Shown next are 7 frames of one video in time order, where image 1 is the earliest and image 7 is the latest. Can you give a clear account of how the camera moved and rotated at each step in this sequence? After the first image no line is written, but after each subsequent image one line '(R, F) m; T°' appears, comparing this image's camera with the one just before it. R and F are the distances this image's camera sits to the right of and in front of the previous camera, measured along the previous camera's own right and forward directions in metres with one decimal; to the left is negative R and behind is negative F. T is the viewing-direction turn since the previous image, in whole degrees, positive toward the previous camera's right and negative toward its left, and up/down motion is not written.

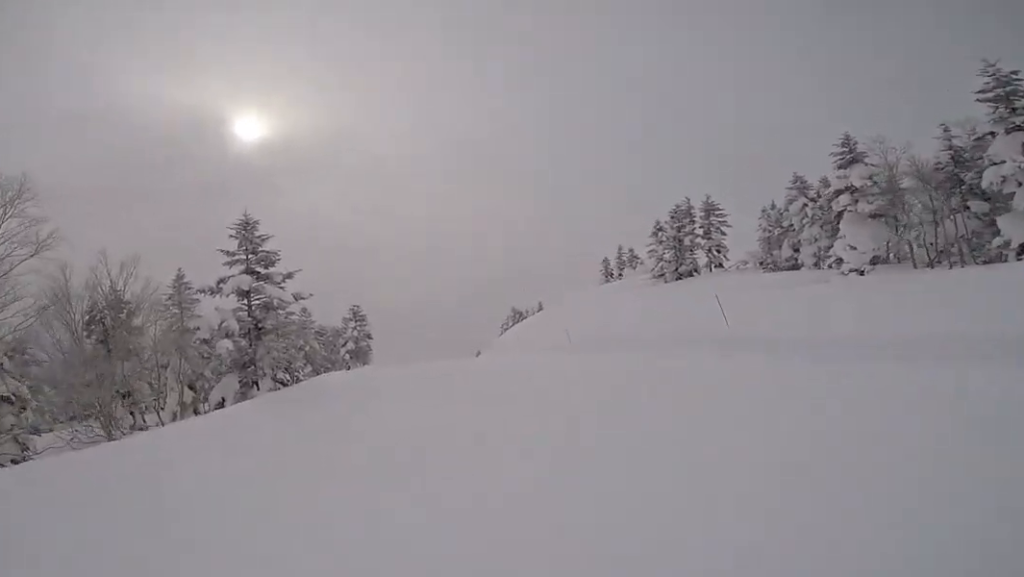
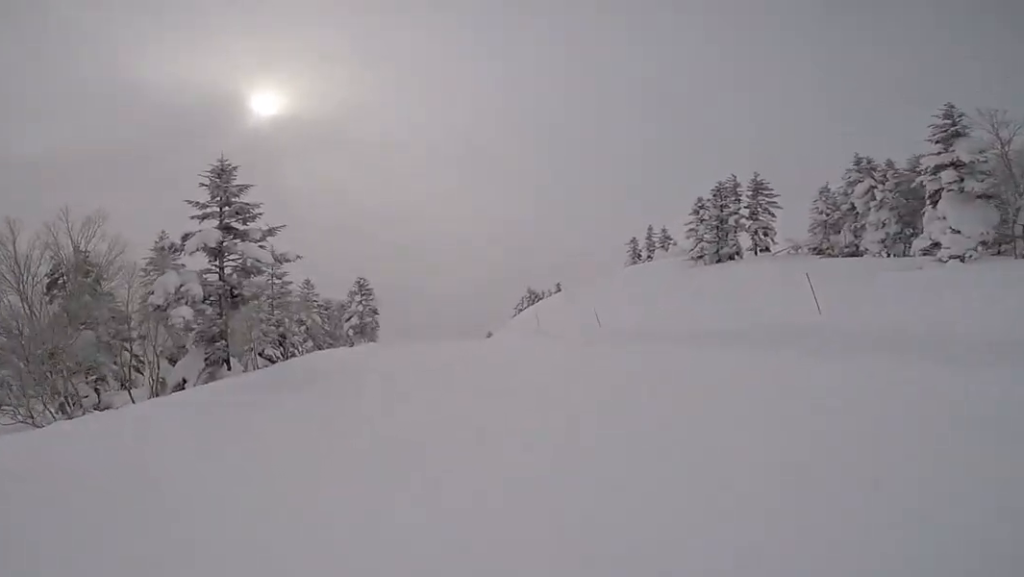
(-0.2, +3.2) m; 0°
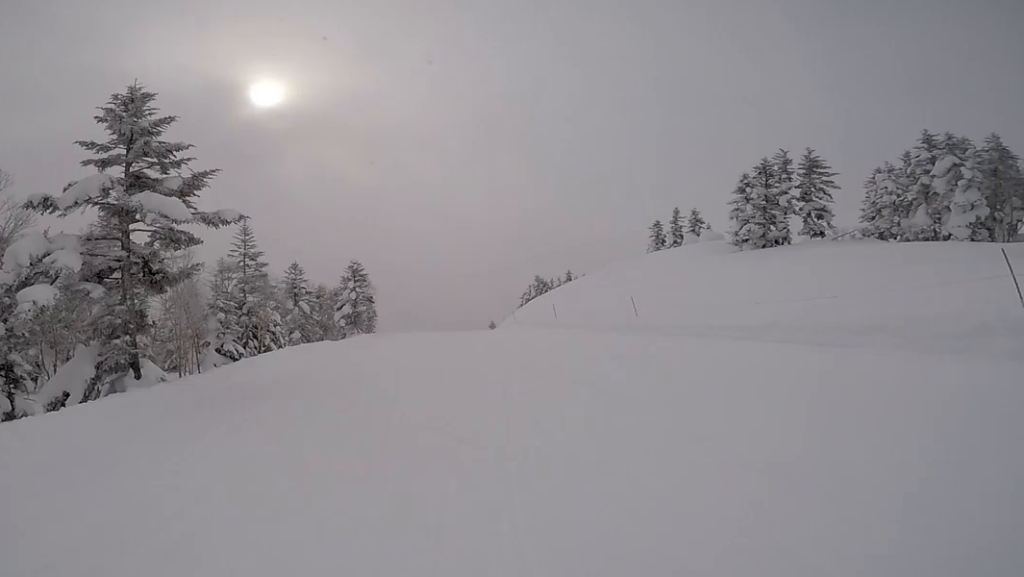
(+0.5, +4.3) m; -1°
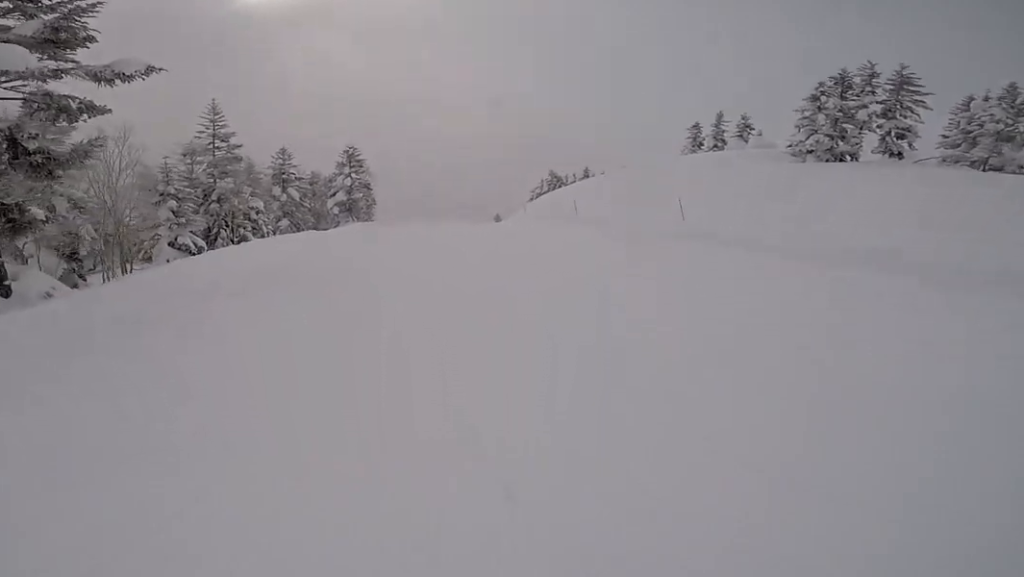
(+0.2, +3.1) m; 0°
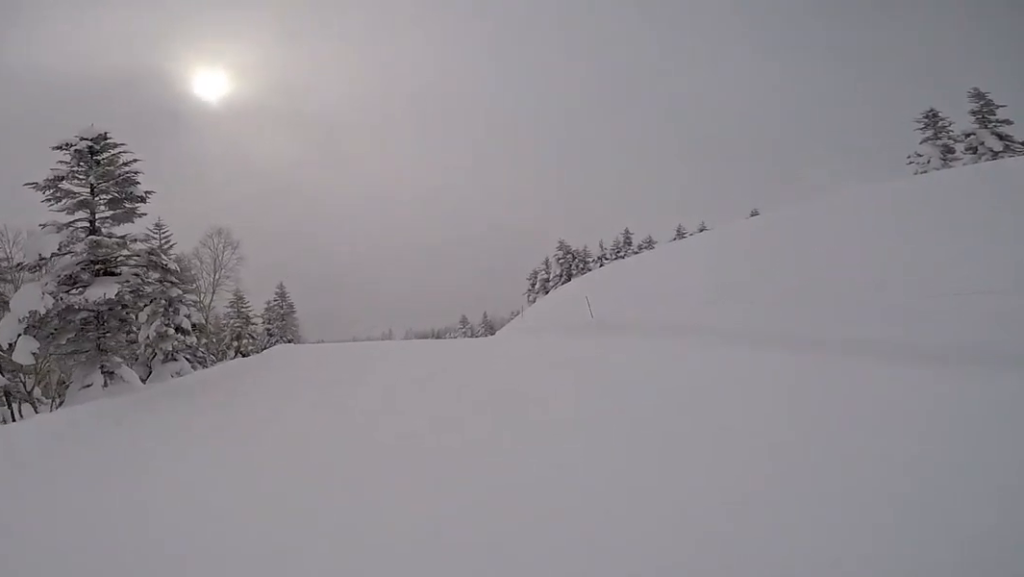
(+0.7, +26.5) m; 0°
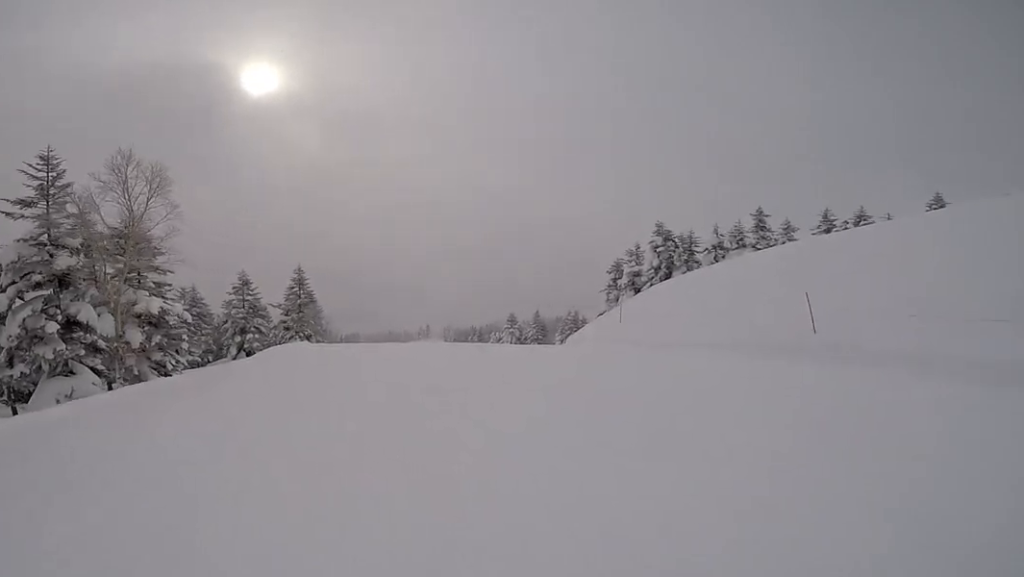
(+0.6, +9.0) m; 0°
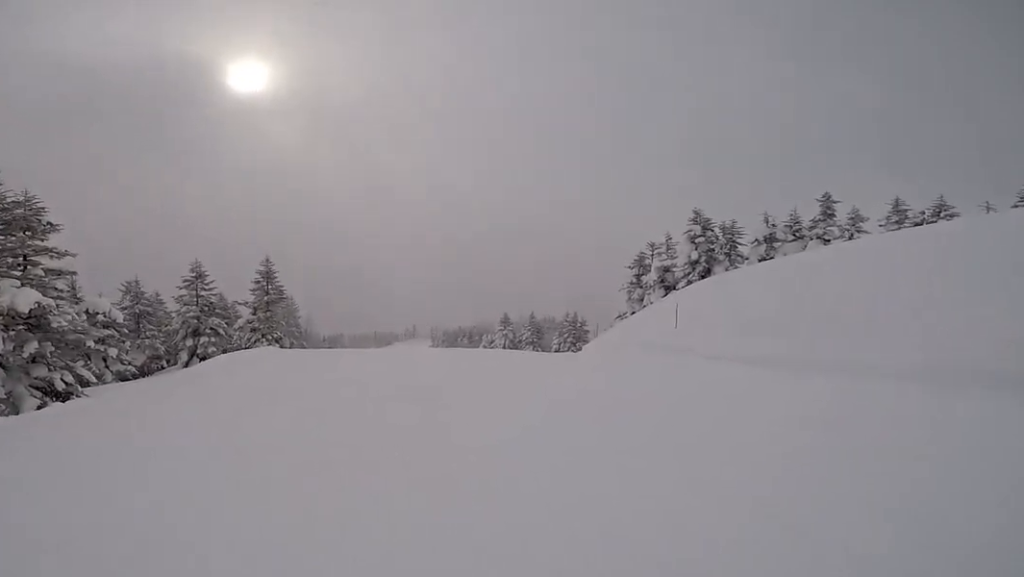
(-0.4, +5.8) m; 0°
